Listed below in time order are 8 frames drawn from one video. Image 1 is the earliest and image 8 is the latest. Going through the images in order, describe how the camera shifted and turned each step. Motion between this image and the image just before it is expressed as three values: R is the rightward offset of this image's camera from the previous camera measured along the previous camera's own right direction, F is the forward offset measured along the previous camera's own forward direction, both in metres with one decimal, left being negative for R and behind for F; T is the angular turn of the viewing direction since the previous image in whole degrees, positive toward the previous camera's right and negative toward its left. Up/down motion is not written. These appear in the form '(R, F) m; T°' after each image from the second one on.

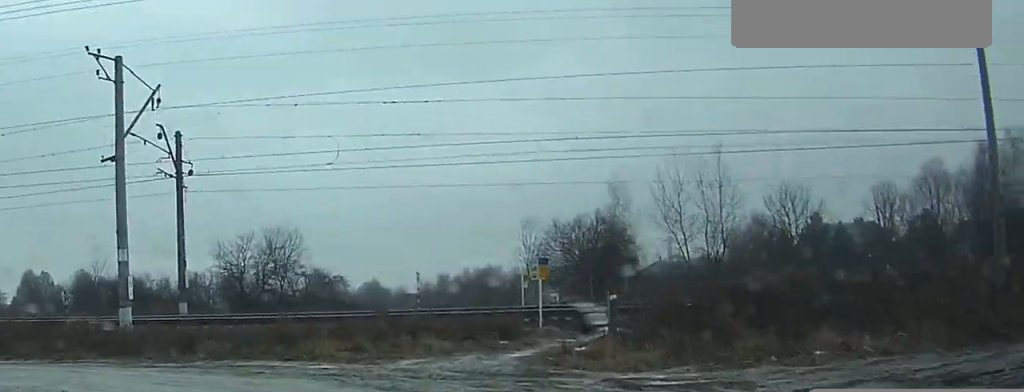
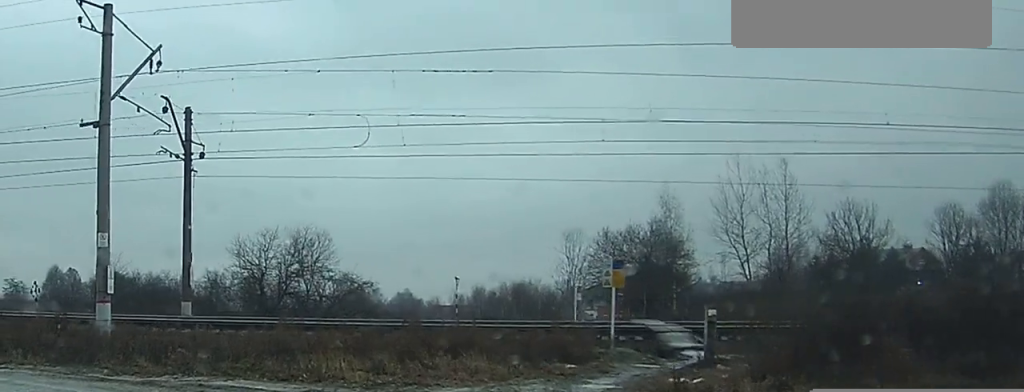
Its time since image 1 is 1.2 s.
(0.0, +5.3) m; -1°
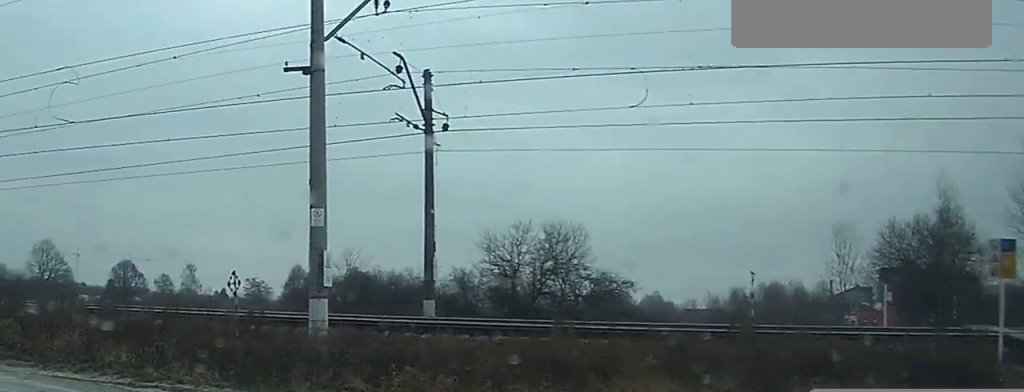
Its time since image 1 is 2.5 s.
(-0.4, +6.5) m; -16°
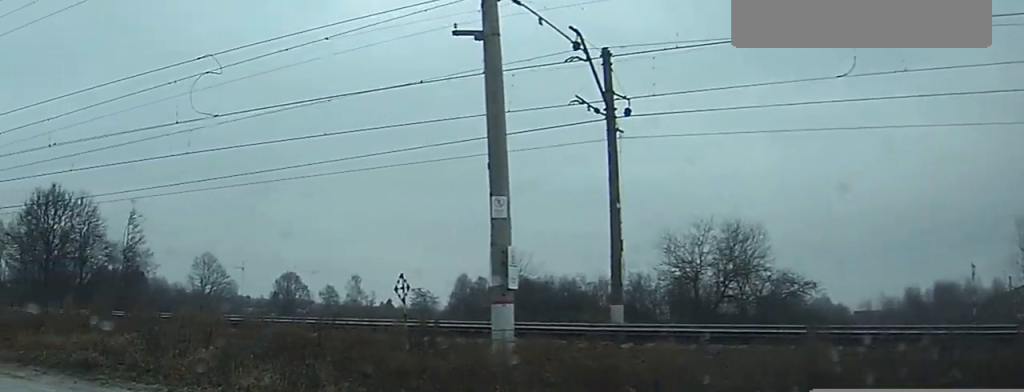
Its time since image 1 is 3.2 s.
(-0.2, +3.6) m; -16°
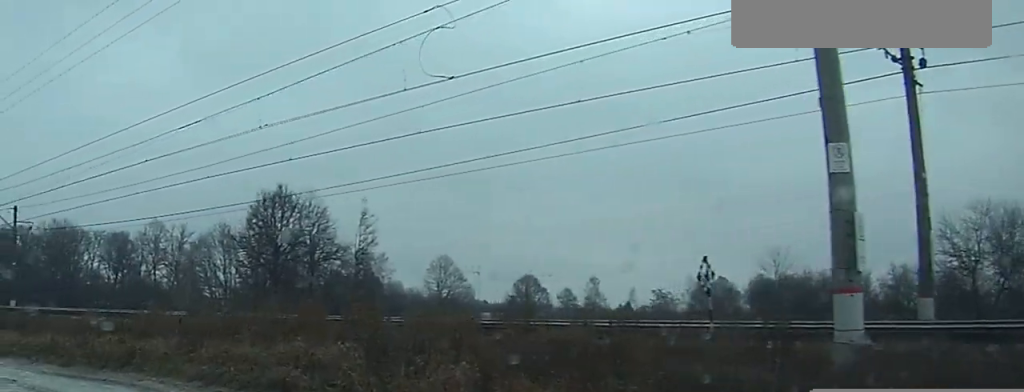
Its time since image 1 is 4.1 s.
(-1.1, +5.0) m; -21°
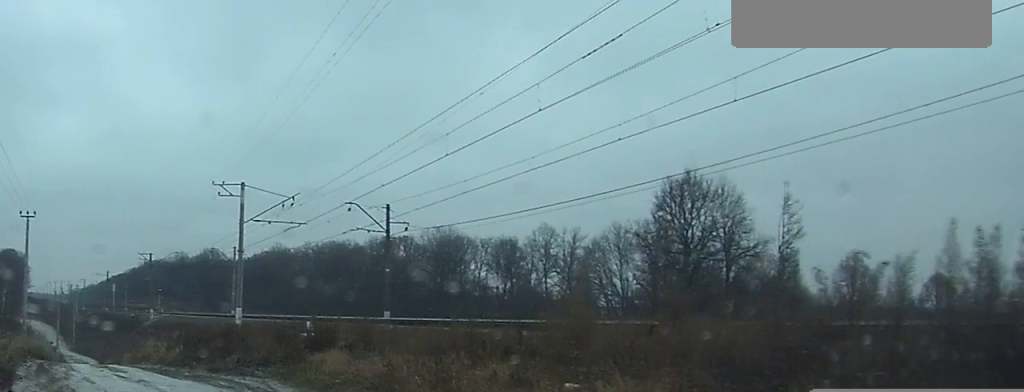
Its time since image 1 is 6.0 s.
(-2.7, +10.8) m; -19°
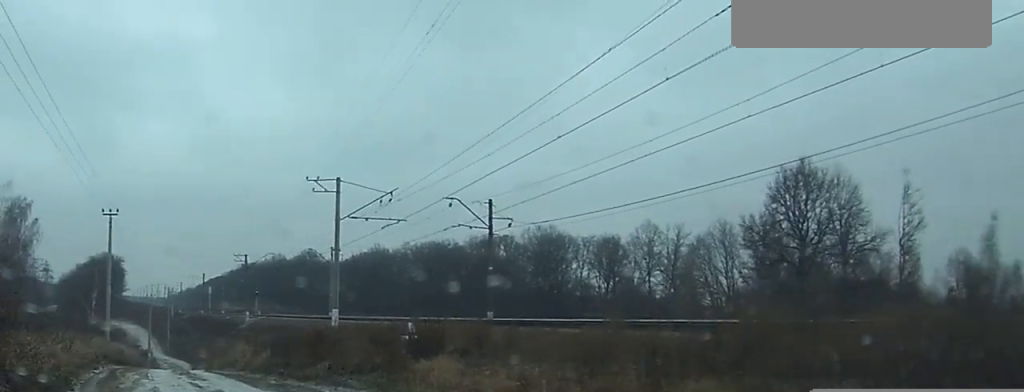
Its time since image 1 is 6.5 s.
(-0.1, +3.2) m; -2°
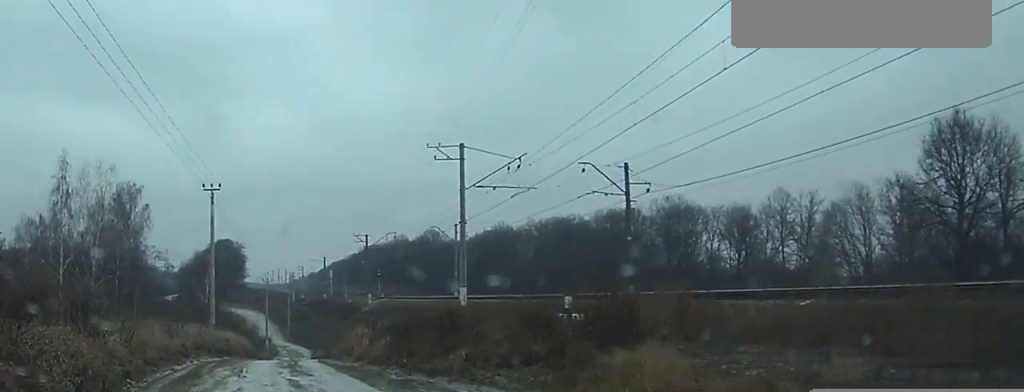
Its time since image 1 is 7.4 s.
(0.0, +5.2) m; -3°
